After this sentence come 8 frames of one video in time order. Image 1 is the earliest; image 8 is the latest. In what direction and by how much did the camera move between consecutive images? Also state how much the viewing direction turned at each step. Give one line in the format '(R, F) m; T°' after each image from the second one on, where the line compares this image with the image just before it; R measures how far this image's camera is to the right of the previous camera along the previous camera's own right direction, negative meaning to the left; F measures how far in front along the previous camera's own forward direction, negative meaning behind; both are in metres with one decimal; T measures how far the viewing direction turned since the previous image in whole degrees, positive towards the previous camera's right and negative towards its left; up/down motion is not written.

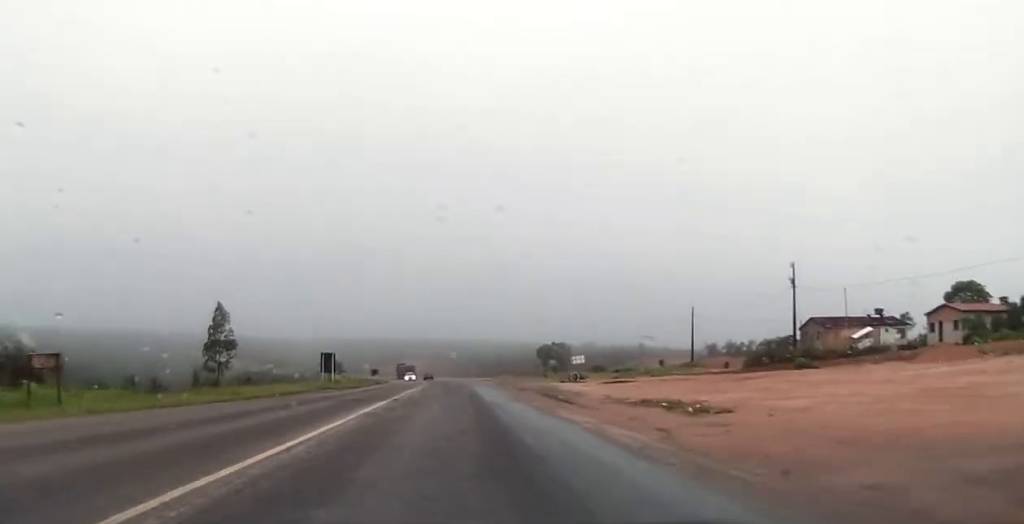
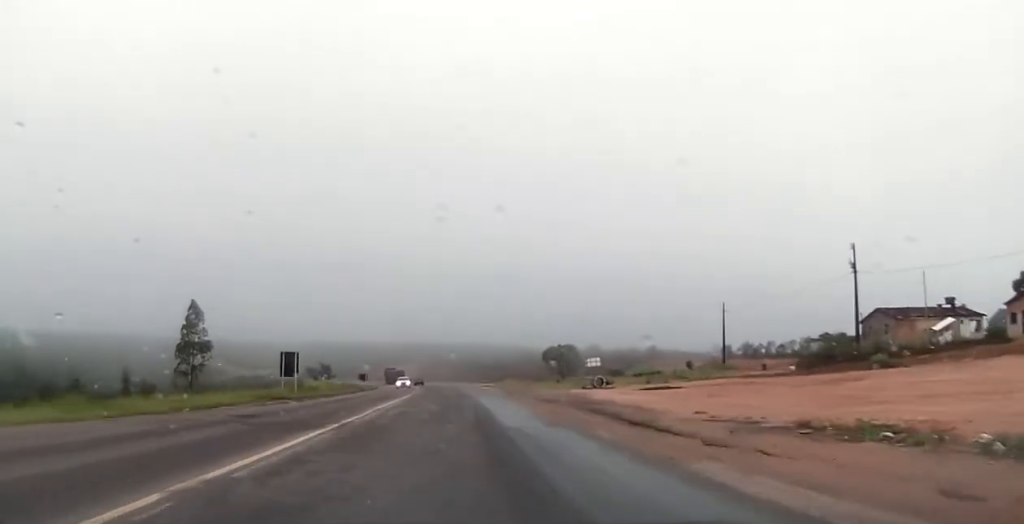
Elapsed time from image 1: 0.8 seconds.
(+0.1, +12.5) m; 0°
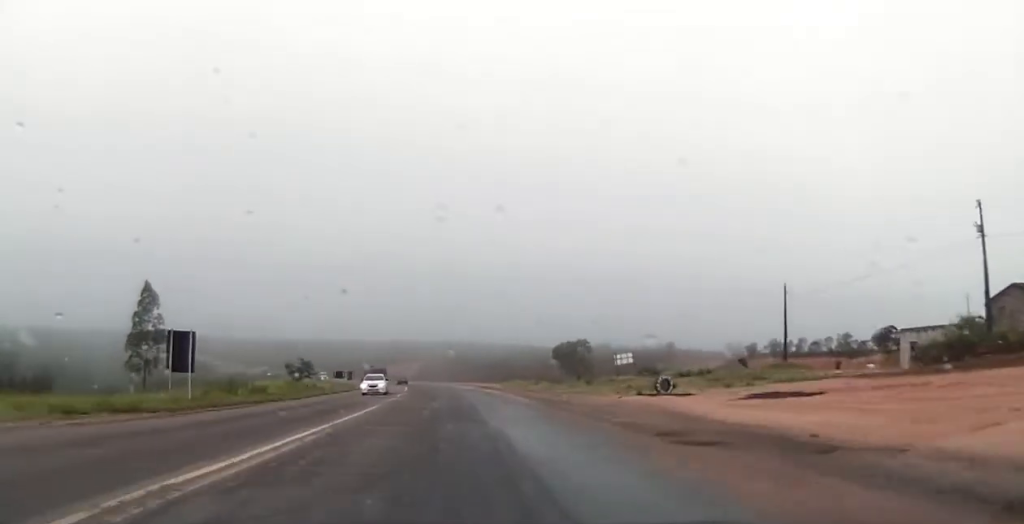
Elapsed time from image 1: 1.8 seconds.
(-0.1, +17.8) m; -1°
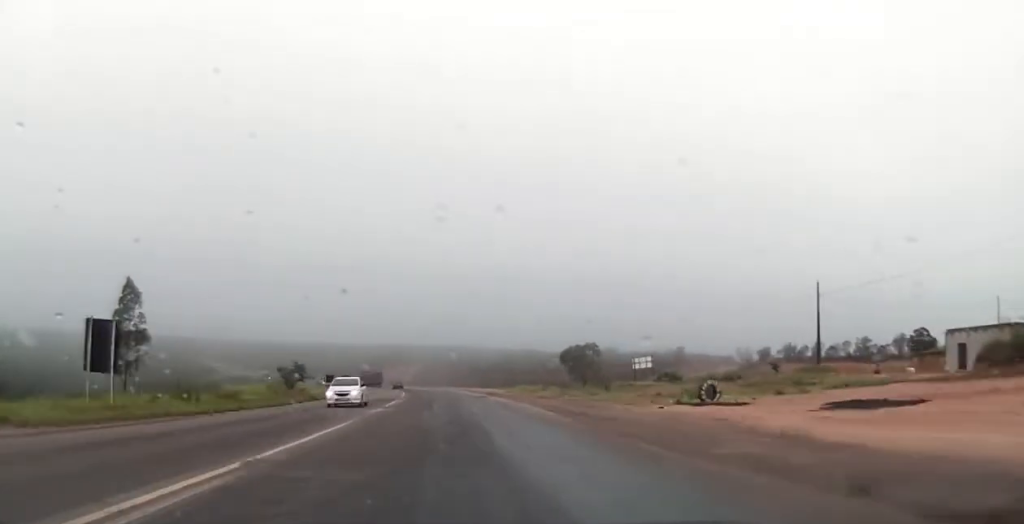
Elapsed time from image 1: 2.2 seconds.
(-0.1, +6.8) m; 0°
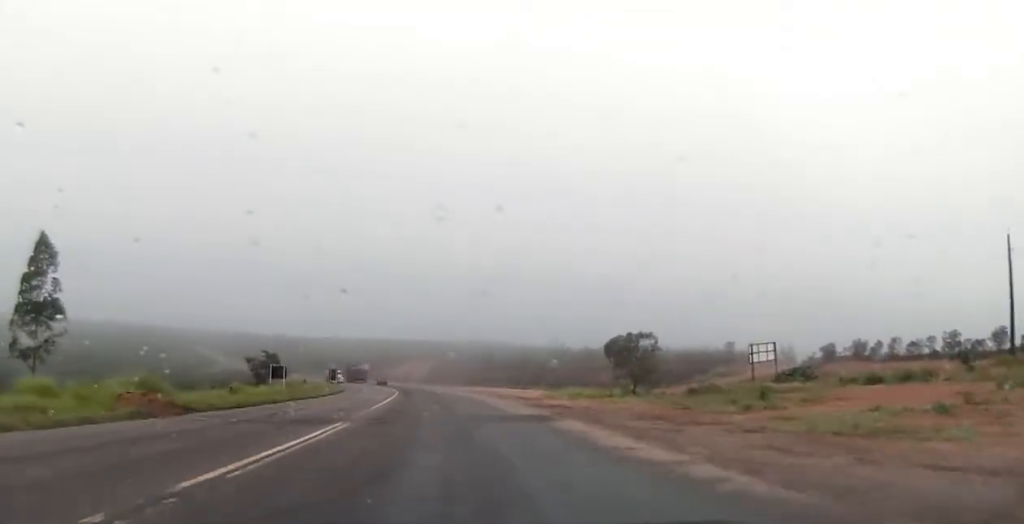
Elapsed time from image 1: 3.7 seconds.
(+0.2, +25.4) m; +1°
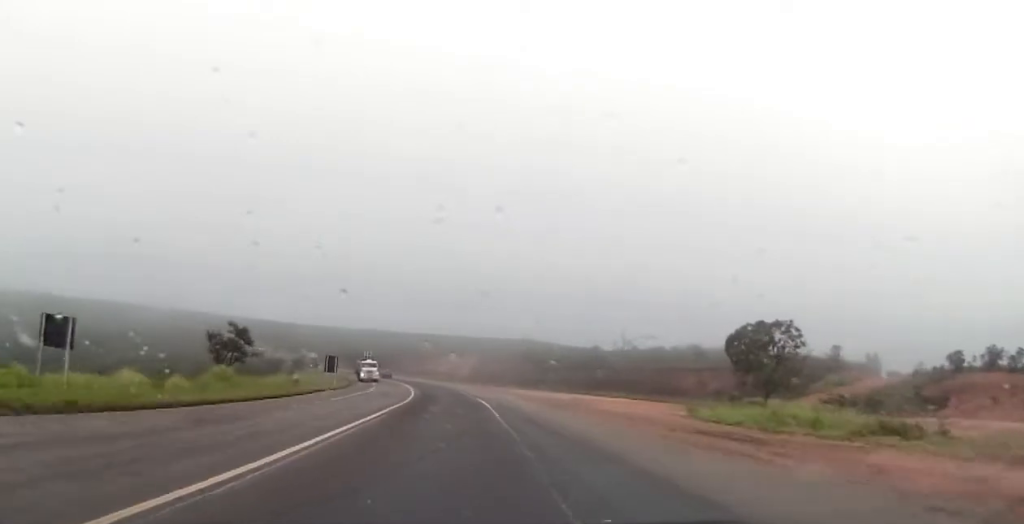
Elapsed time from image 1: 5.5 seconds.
(-0.8, +29.9) m; -5°
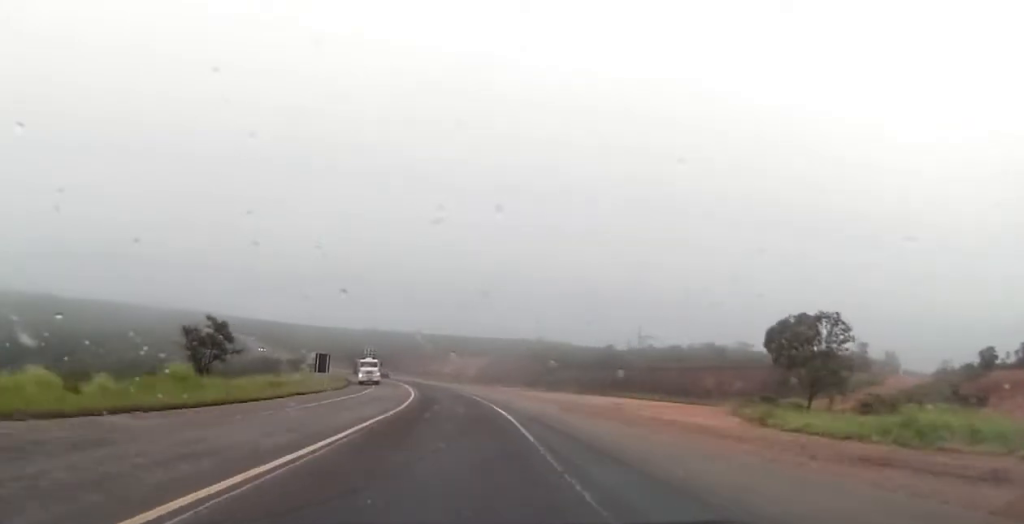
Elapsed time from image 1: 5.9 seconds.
(-0.2, +7.5) m; 0°
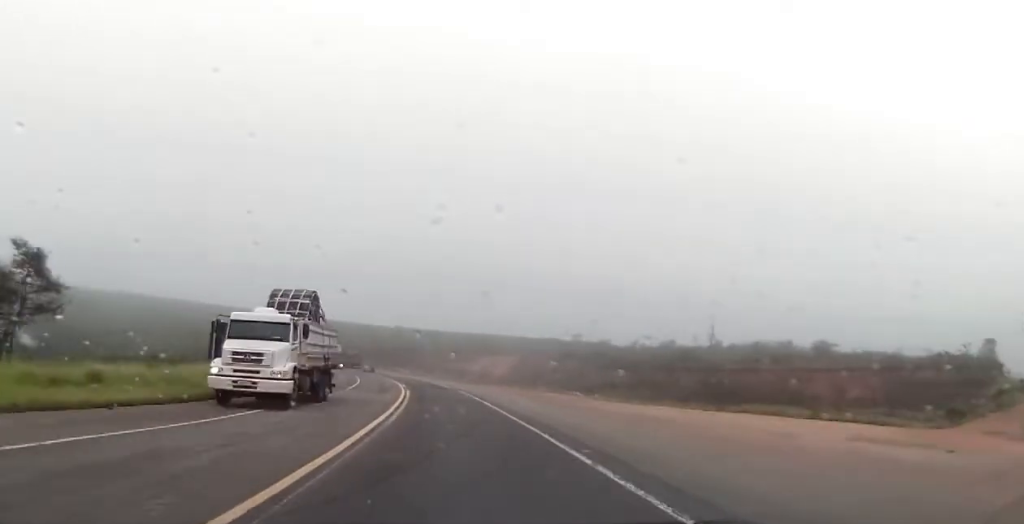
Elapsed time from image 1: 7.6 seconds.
(-0.2, +29.8) m; -1°
